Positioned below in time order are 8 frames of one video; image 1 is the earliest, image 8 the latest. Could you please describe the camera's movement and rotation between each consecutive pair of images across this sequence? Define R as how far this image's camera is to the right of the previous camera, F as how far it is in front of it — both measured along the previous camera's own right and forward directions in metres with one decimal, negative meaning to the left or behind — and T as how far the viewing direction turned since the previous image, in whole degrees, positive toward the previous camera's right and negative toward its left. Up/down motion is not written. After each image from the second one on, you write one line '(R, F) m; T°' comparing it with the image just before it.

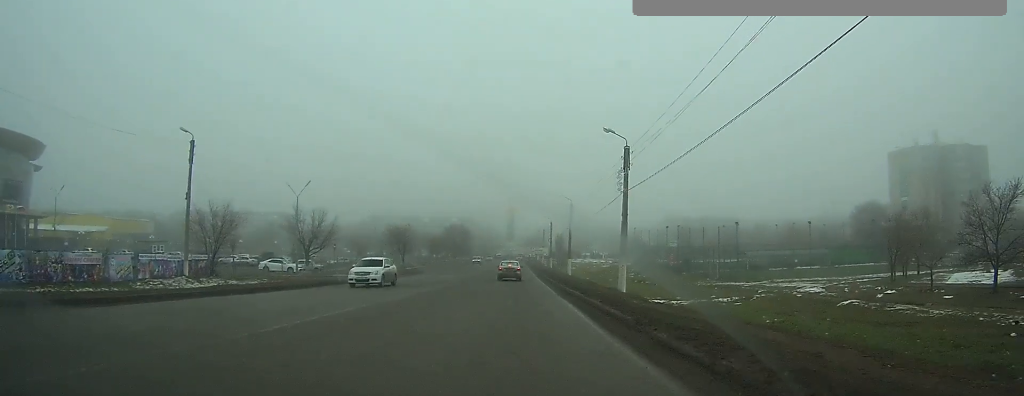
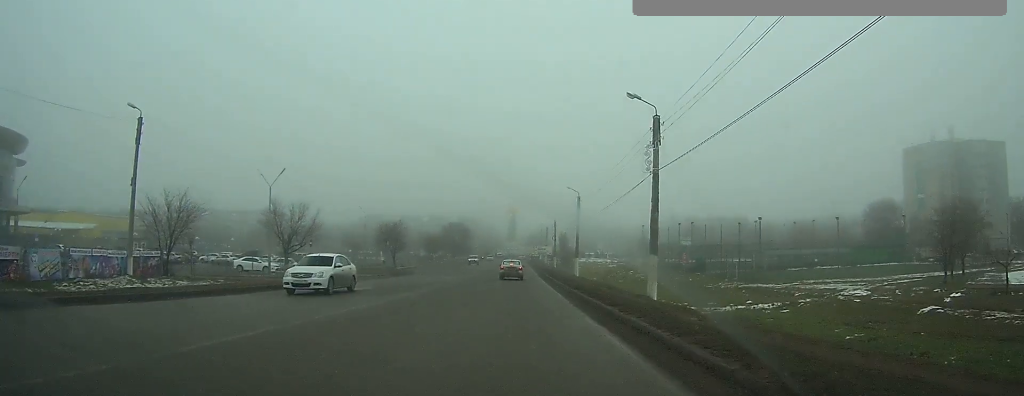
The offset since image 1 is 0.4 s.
(0.0, +5.6) m; 0°
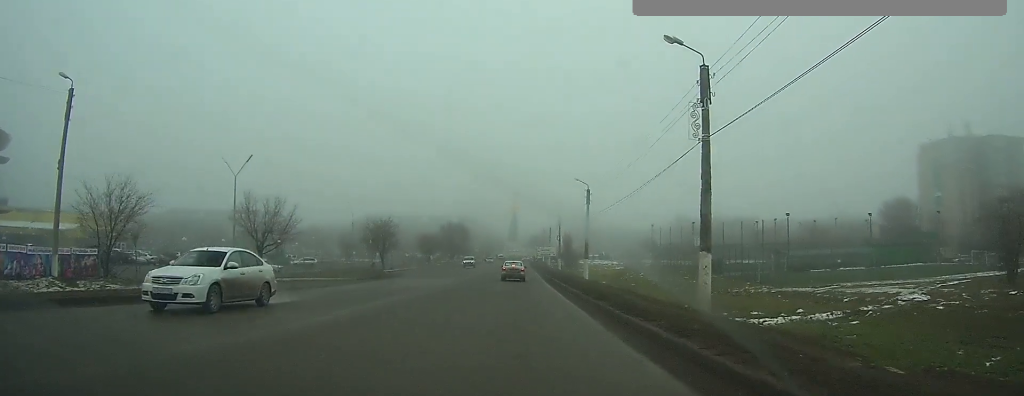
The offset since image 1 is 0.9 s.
(0.0, +5.5) m; 0°
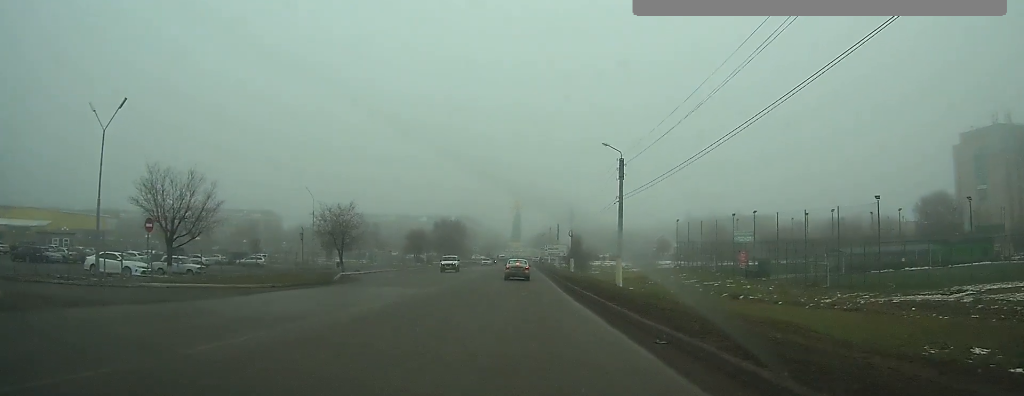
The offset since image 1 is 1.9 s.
(0.0, +11.3) m; 0°
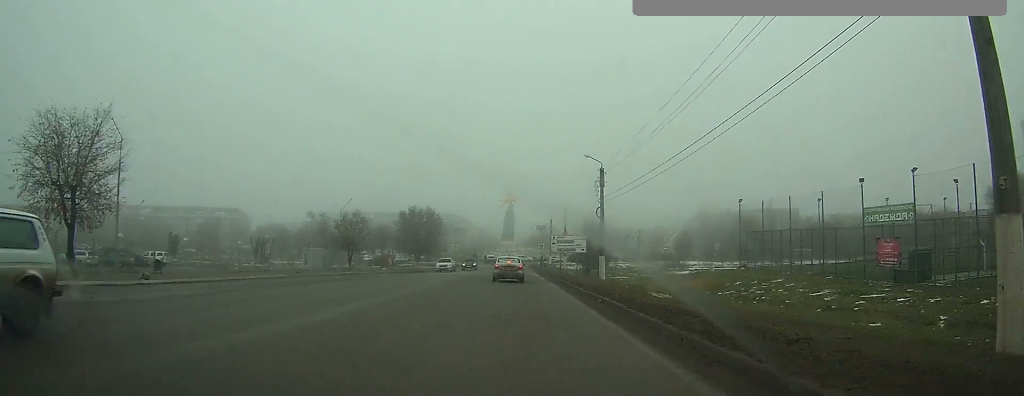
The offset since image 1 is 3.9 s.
(+0.1, +22.6) m; 0°
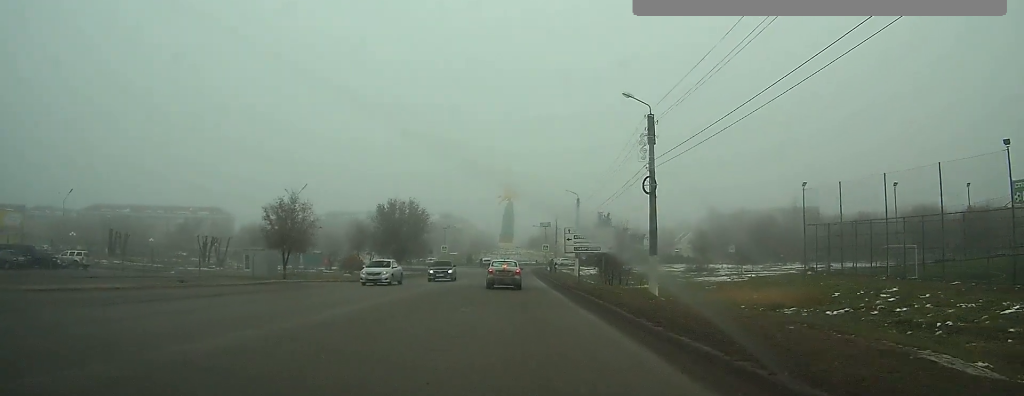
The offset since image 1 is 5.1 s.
(0.0, +15.7) m; 0°
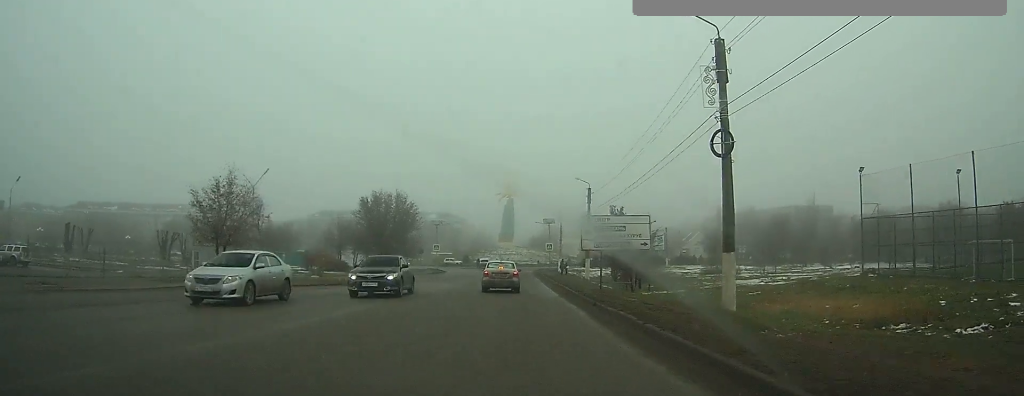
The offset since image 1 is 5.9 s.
(0.0, +10.8) m; 0°
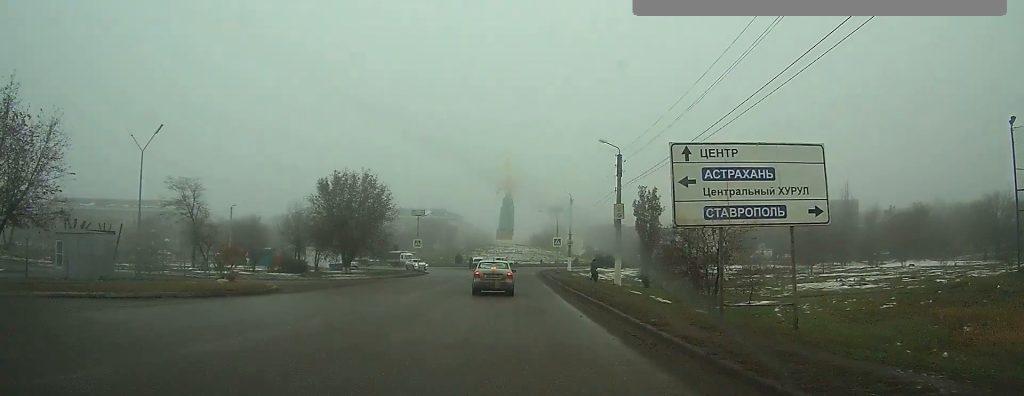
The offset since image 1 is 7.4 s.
(0.0, +18.7) m; +1°
